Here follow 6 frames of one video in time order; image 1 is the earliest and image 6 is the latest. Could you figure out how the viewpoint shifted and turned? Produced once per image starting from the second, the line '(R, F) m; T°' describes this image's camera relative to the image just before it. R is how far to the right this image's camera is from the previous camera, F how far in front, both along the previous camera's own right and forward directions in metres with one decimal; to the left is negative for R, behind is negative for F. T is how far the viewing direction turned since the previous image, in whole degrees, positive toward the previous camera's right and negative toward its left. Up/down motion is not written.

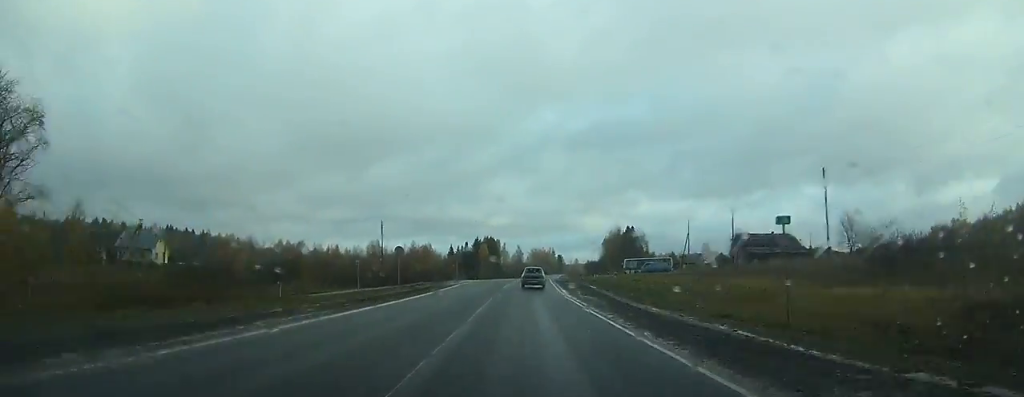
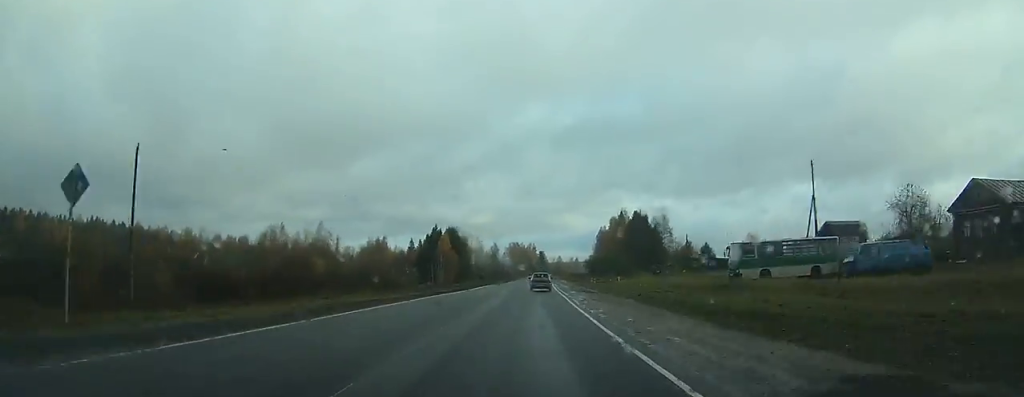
(+1.2, +61.4) m; +2°
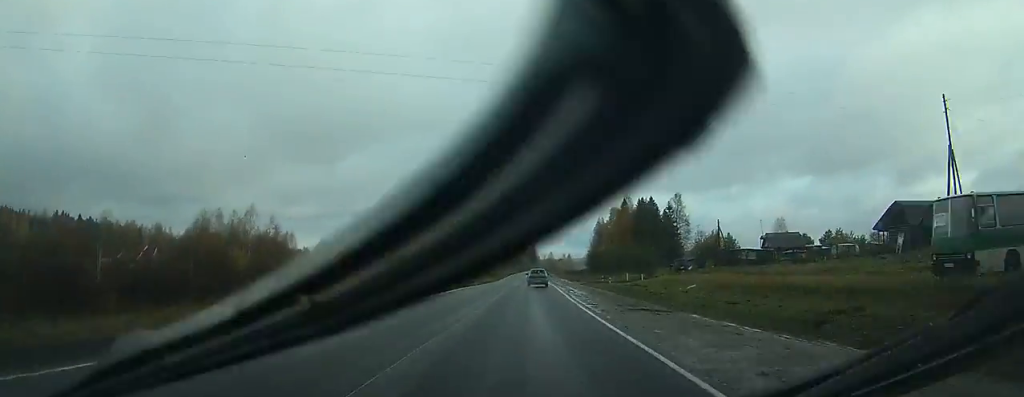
(0.0, +24.0) m; +1°
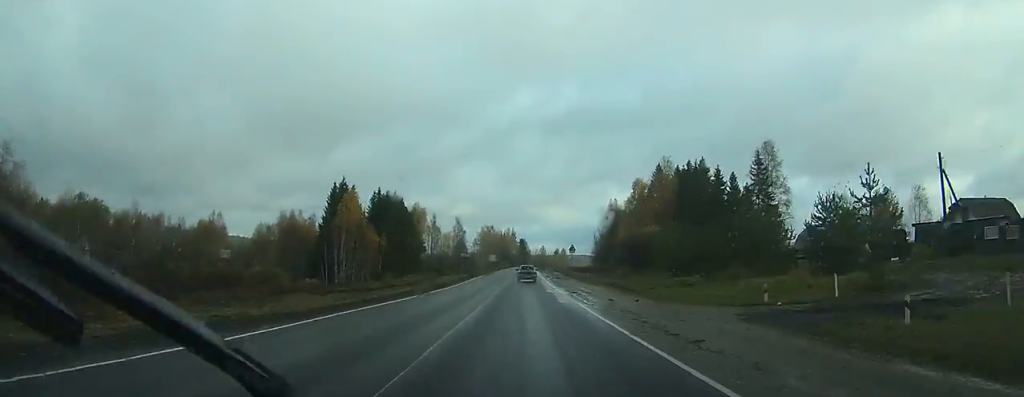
(+0.8, +52.3) m; +1°
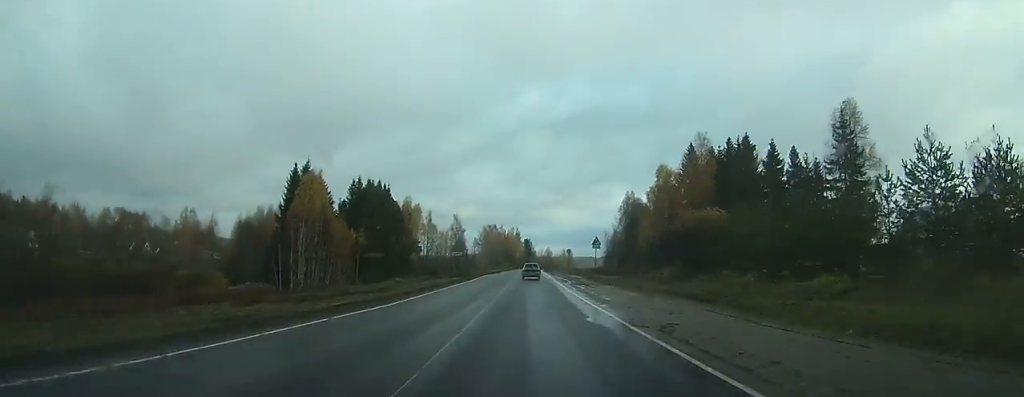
(0.0, +19.4) m; 0°
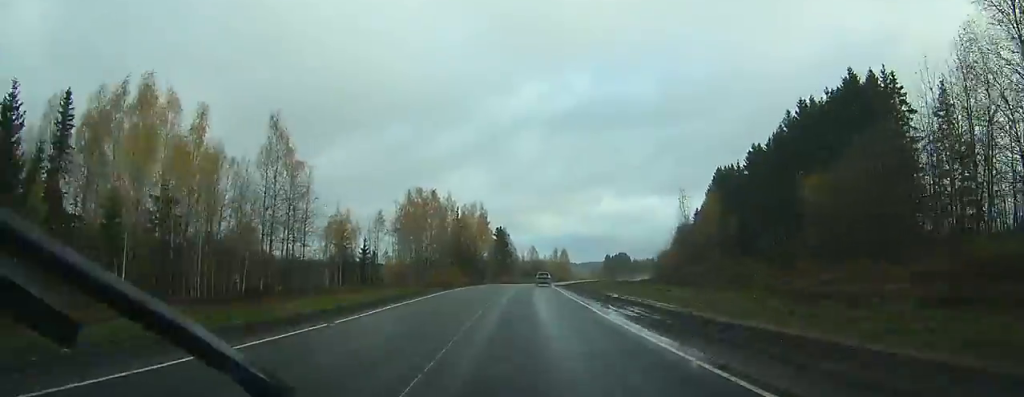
(+0.8, +131.9) m; +2°
